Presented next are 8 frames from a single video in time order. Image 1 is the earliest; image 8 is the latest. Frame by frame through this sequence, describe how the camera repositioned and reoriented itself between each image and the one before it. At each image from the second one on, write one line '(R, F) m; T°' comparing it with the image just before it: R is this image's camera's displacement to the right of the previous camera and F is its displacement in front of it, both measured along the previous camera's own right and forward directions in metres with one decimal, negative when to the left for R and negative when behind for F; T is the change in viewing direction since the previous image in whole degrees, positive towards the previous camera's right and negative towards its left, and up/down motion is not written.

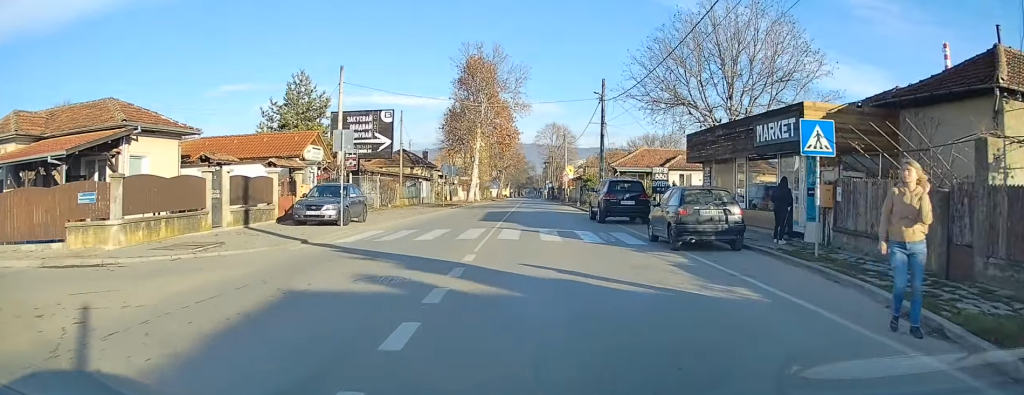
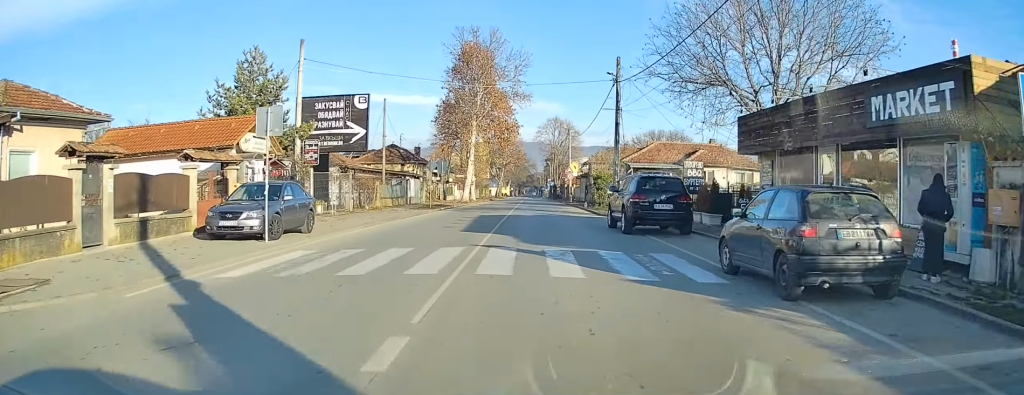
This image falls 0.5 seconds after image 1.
(0.0, +6.6) m; 0°
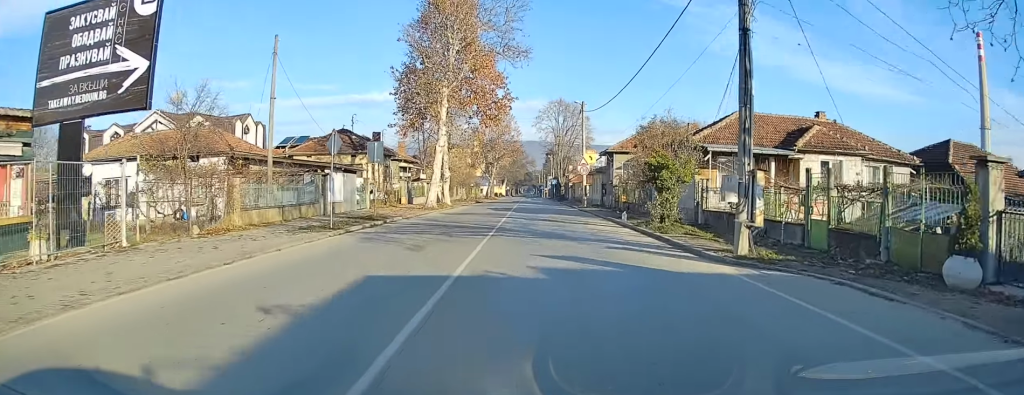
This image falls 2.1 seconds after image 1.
(+0.2, +20.6) m; 0°
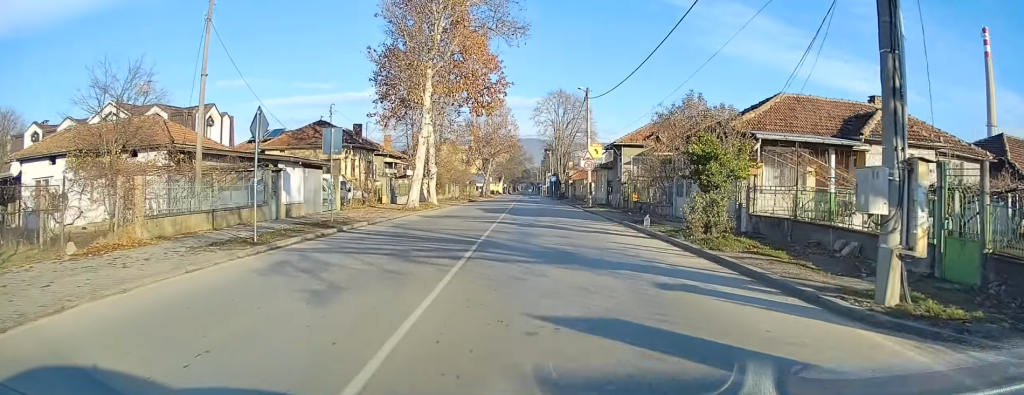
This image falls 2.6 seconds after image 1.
(0.0, +5.9) m; 0°
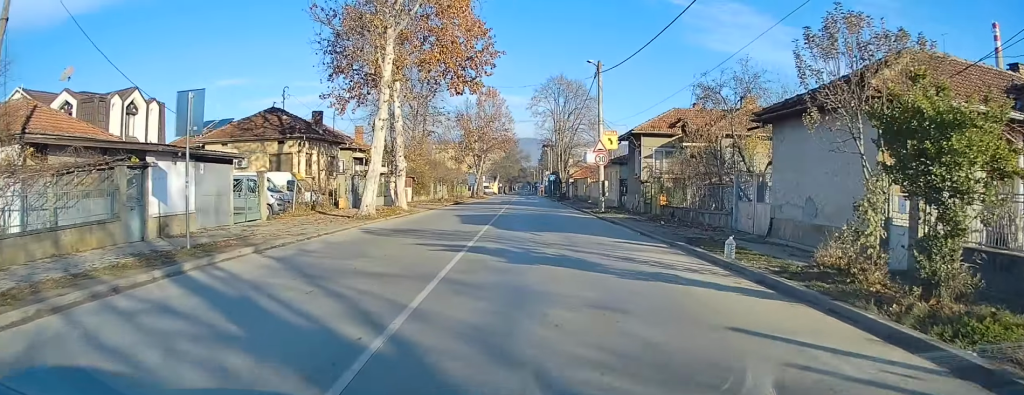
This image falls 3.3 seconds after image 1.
(0.0, +9.5) m; 0°
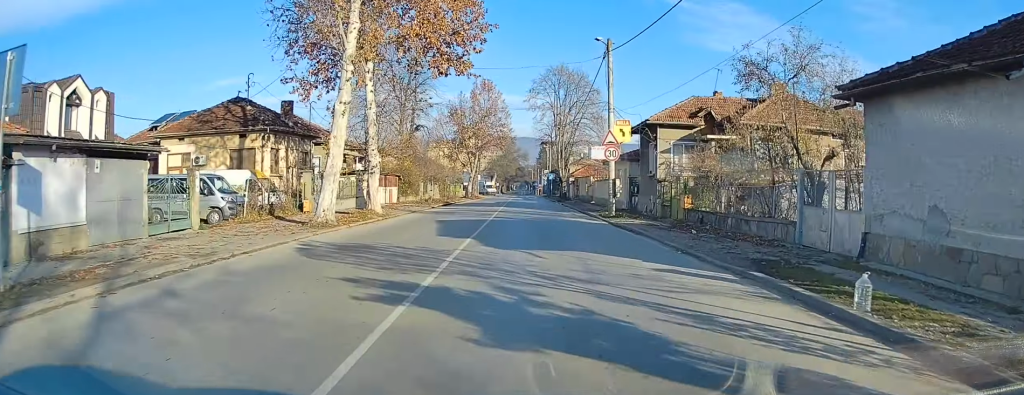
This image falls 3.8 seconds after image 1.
(+0.1, +5.3) m; 0°
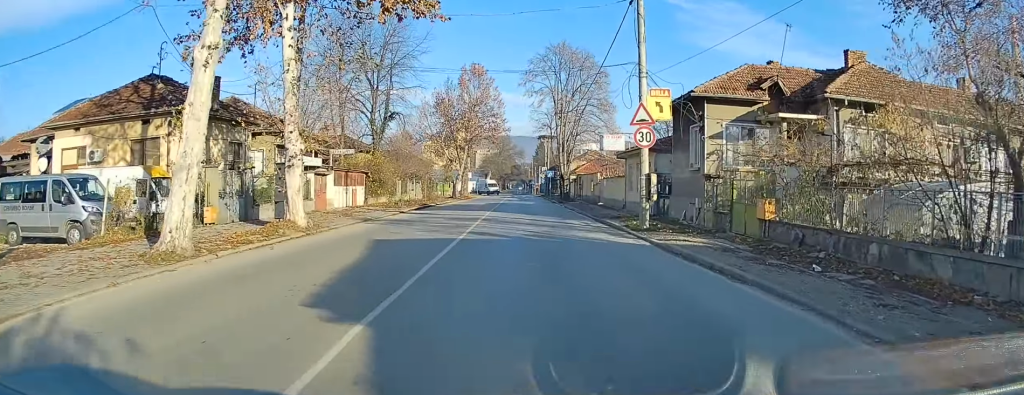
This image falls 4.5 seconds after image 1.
(0.0, +9.4) m; 0°
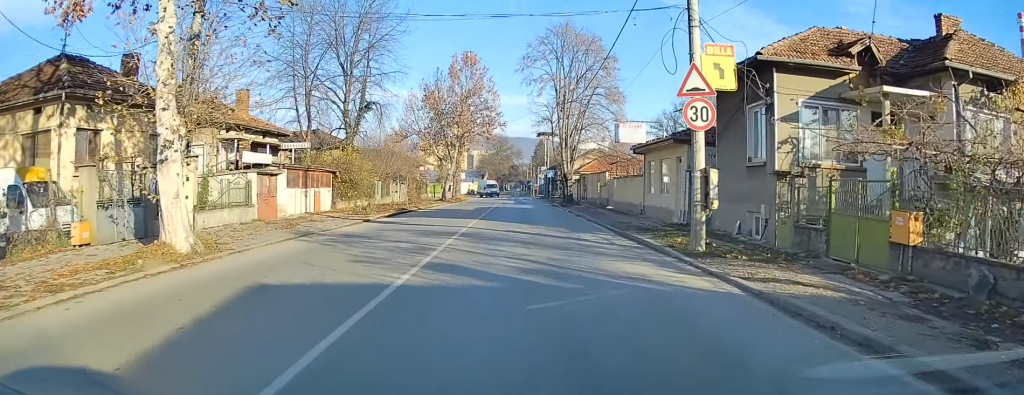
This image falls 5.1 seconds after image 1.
(-0.1, +6.9) m; 0°
